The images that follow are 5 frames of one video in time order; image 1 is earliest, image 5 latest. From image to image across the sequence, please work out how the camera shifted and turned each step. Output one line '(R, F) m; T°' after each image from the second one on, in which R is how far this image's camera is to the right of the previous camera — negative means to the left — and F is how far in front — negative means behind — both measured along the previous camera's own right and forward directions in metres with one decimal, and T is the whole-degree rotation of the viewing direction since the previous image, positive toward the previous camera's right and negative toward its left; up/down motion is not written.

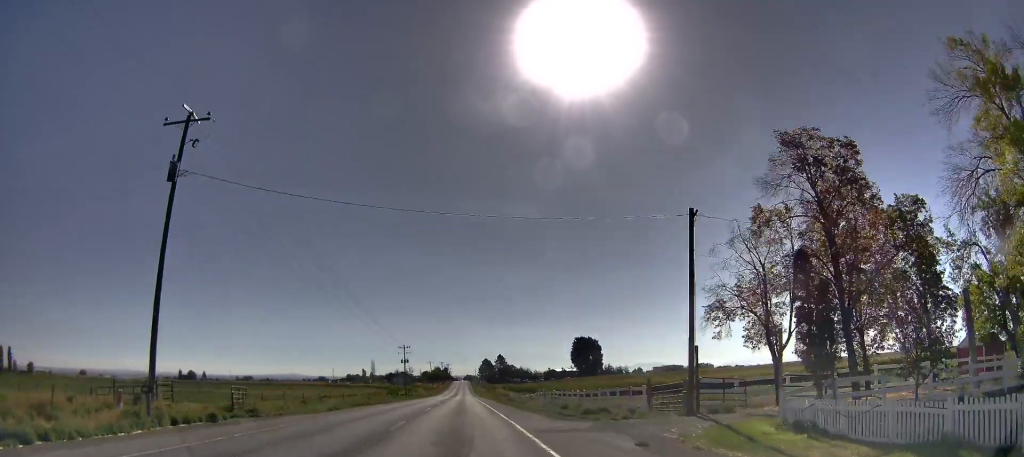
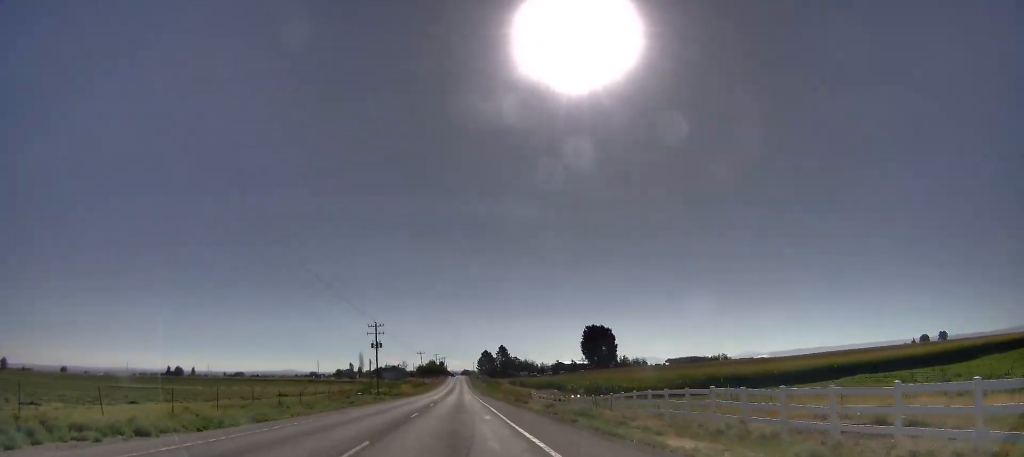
(-1.7, +37.8) m; 0°
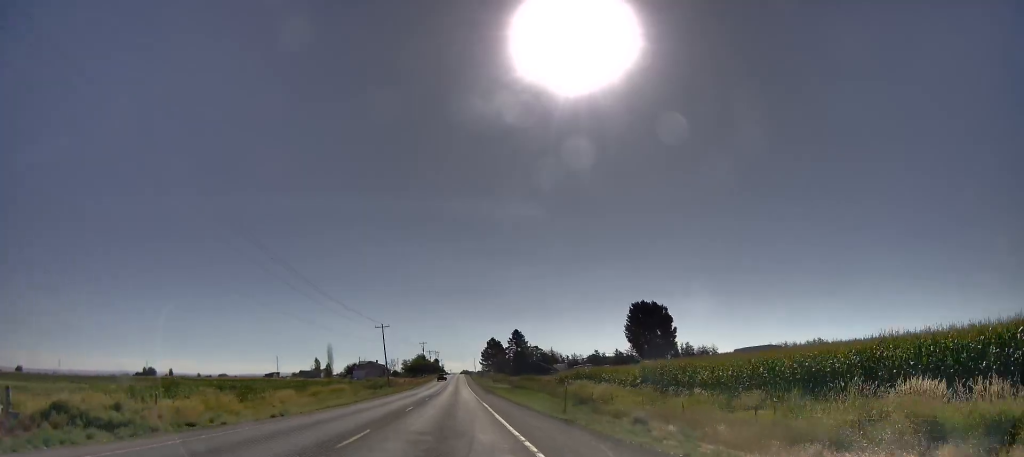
(-0.5, +87.1) m; 0°
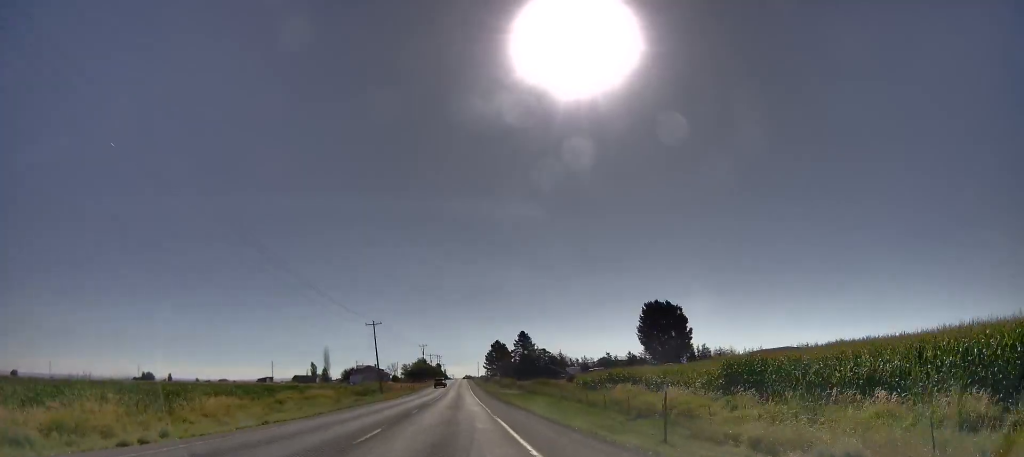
(0.0, +12.8) m; 0°
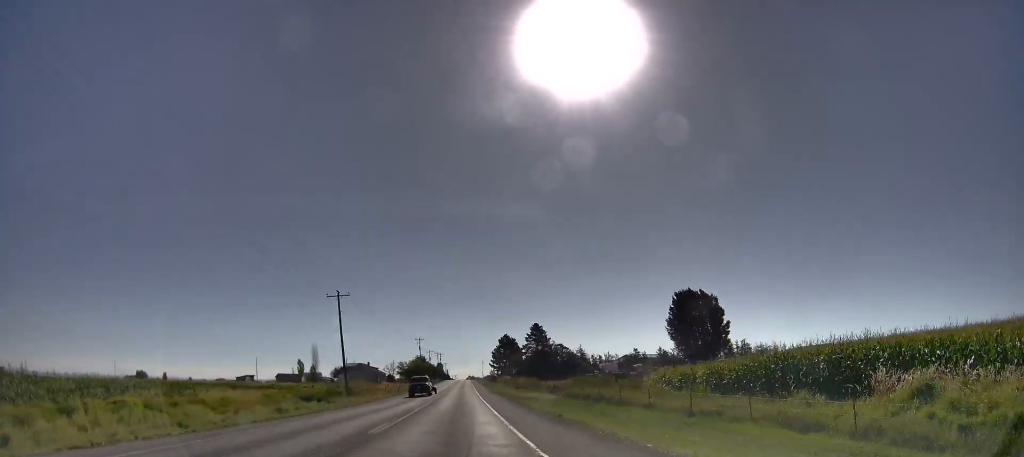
(0.0, +27.9) m; 0°
